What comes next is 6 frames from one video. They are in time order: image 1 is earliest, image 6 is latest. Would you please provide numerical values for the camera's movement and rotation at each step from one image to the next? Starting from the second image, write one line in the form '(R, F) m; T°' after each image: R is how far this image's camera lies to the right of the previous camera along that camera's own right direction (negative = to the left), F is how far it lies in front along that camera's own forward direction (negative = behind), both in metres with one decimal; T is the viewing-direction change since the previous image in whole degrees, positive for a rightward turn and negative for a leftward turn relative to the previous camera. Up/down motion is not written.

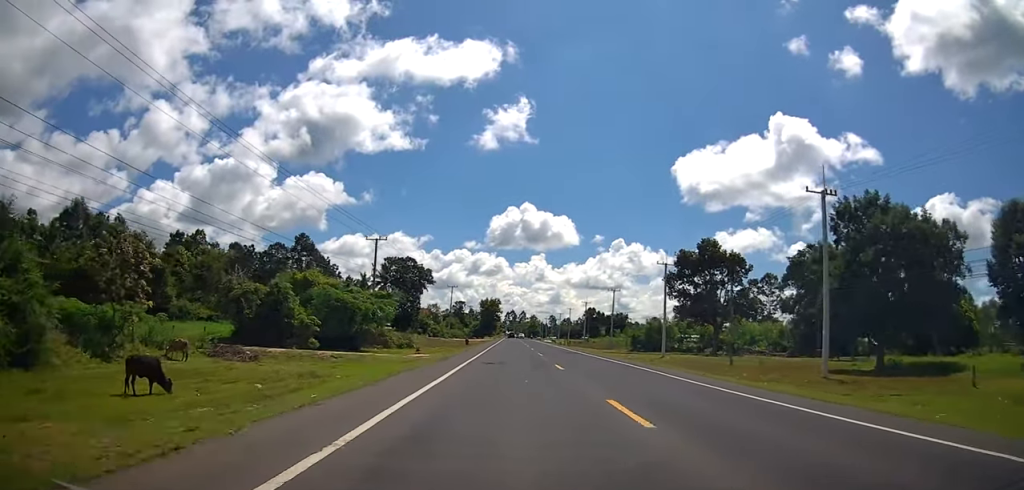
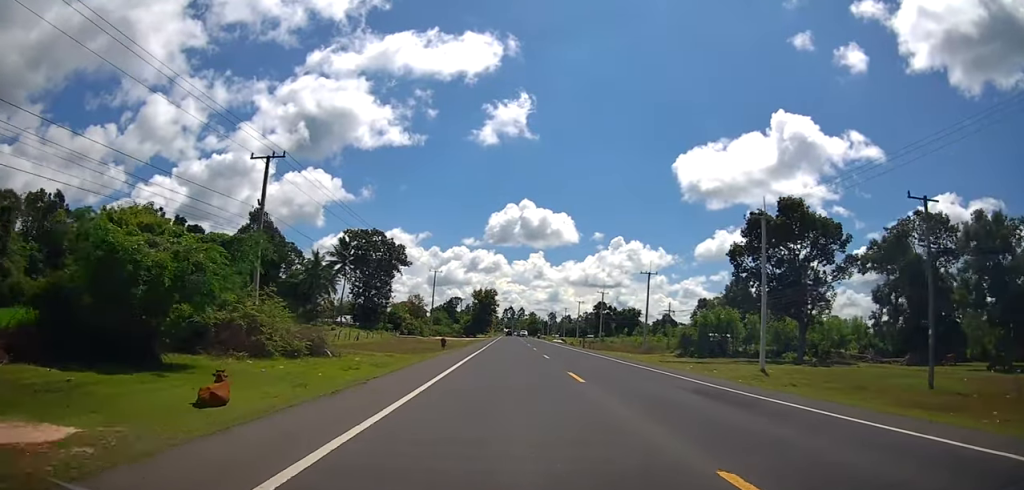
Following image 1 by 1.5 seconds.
(+0.3, +30.5) m; 0°
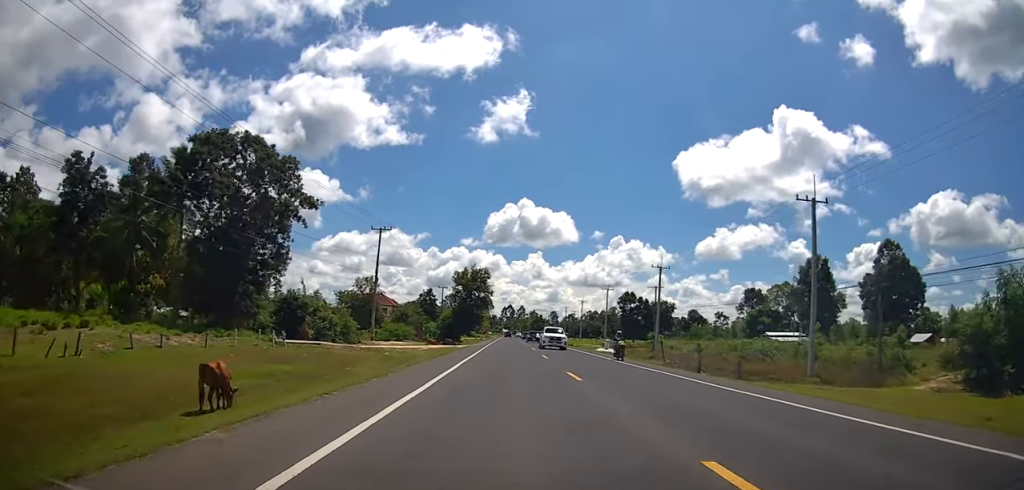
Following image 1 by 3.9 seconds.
(-1.4, +48.3) m; 0°
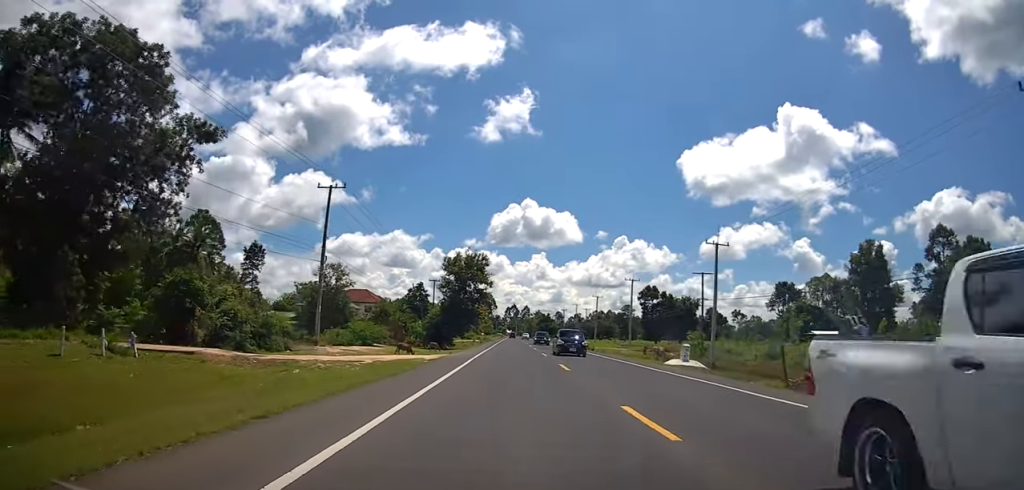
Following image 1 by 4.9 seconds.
(+0.3, +20.3) m; 0°
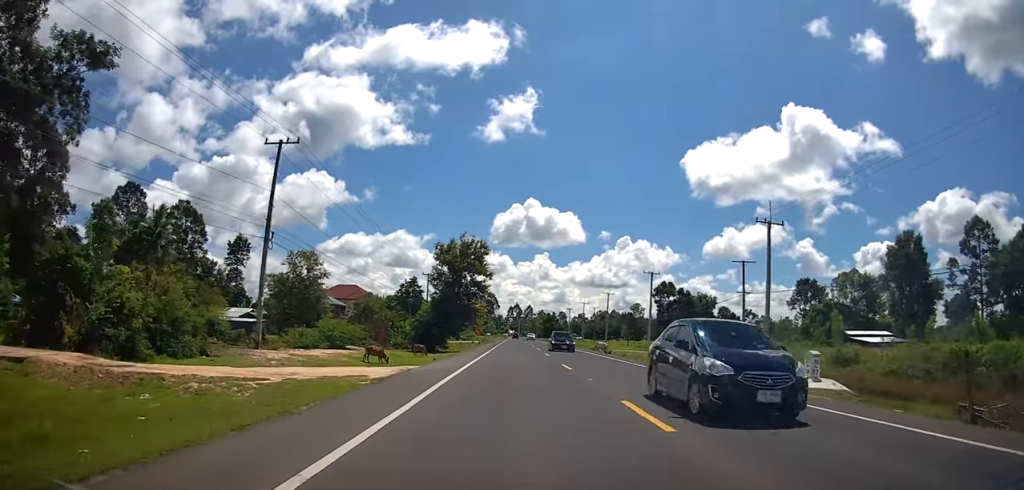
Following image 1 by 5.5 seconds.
(-0.5, +11.7) m; 0°
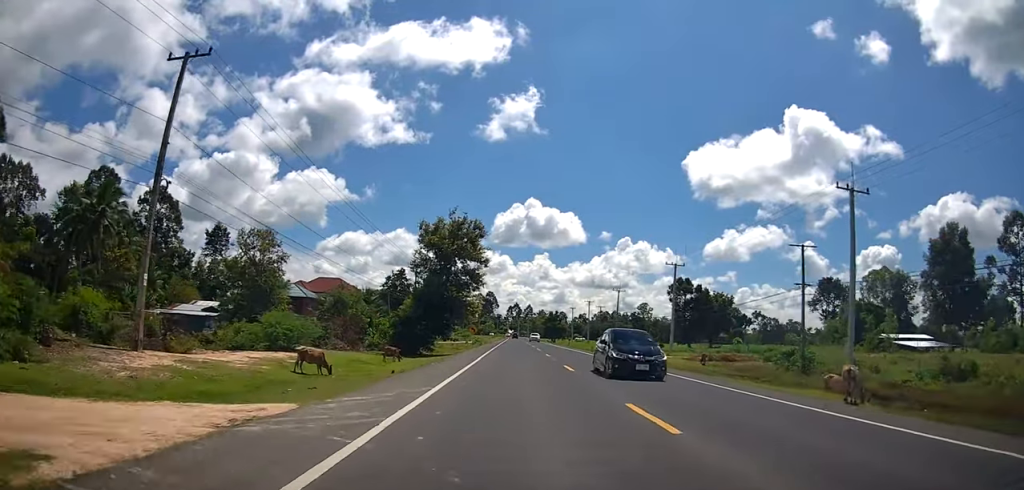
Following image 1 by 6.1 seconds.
(+0.4, +12.2) m; 0°
